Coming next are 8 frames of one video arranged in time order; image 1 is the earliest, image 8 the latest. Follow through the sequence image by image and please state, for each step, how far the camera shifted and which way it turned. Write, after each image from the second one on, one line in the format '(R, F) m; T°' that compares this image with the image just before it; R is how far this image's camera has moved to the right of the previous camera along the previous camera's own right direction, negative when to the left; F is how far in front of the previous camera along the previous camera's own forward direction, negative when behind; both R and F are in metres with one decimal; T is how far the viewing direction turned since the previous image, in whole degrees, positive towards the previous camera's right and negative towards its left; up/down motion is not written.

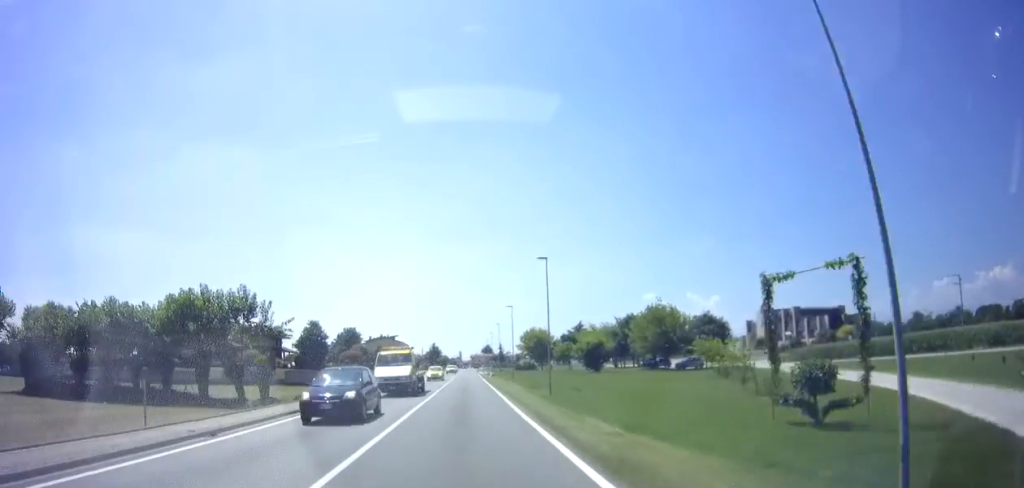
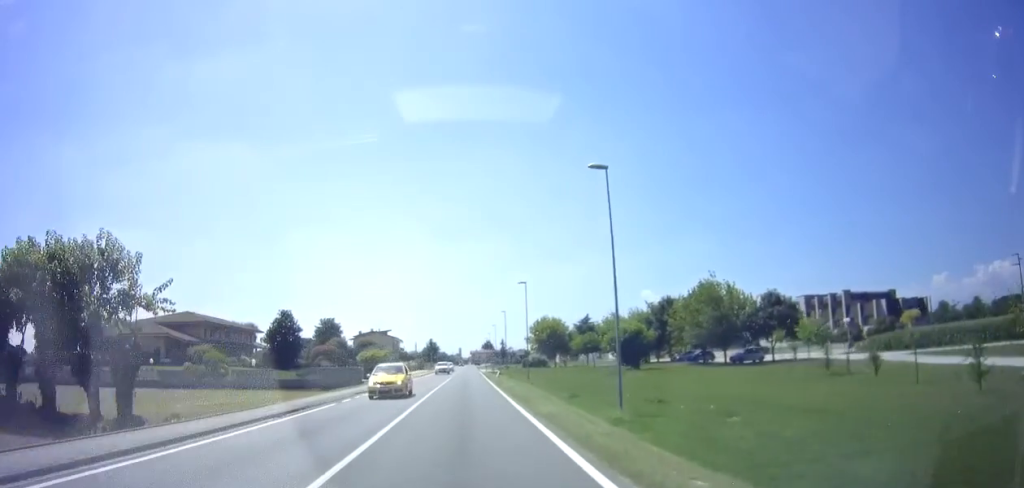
(0.0, +15.8) m; 0°
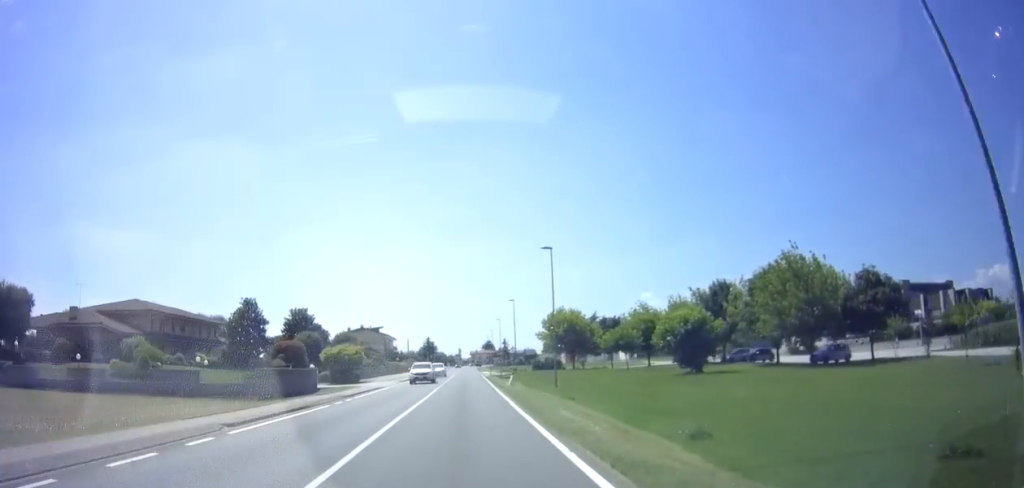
(0.0, +15.2) m; 0°
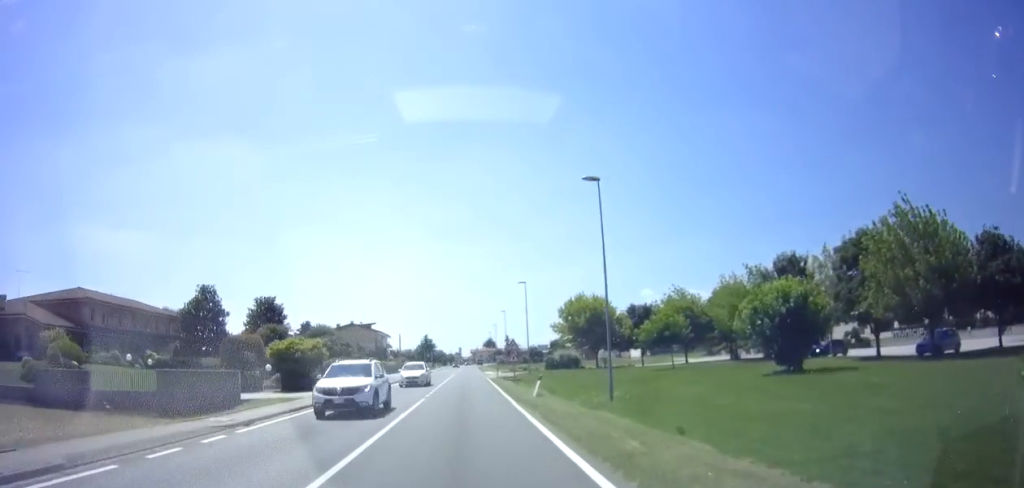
(0.0, +12.3) m; 0°
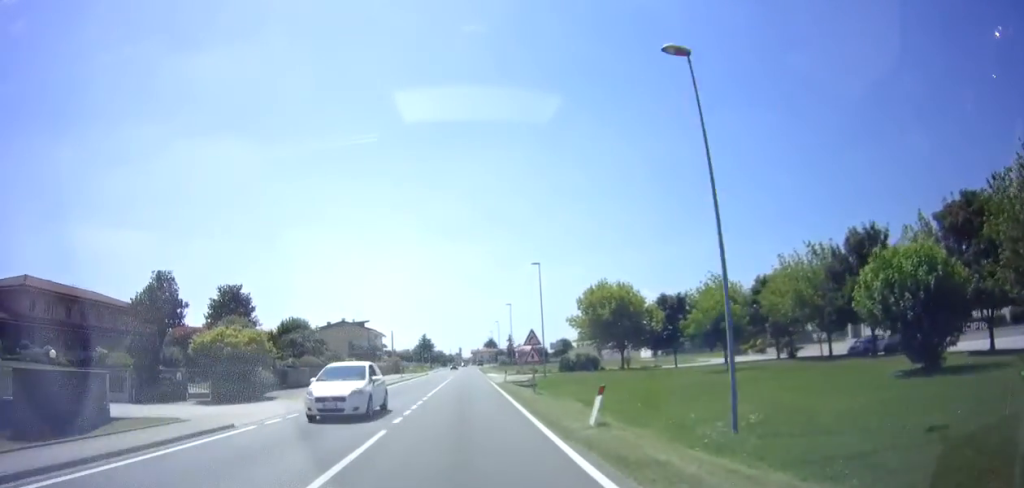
(0.0, +9.4) m; 0°
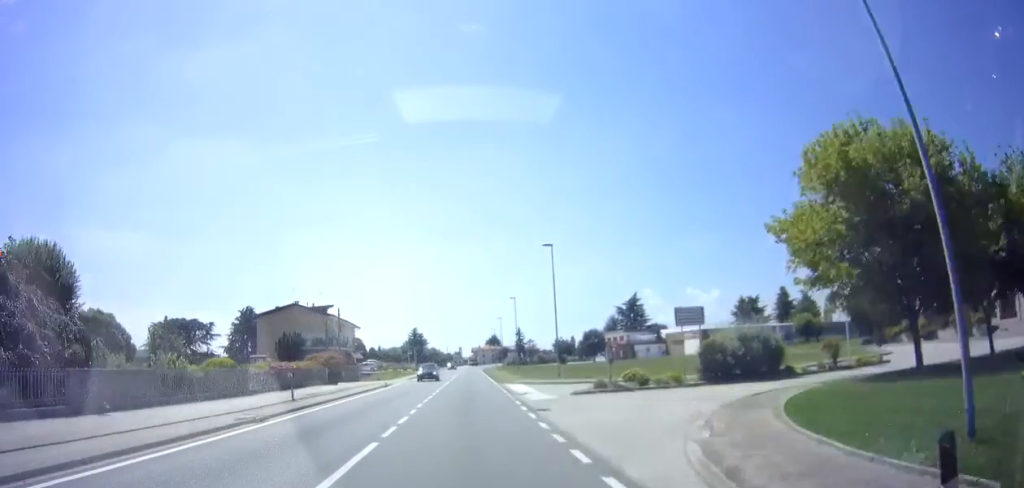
(0.0, +33.5) m; 0°
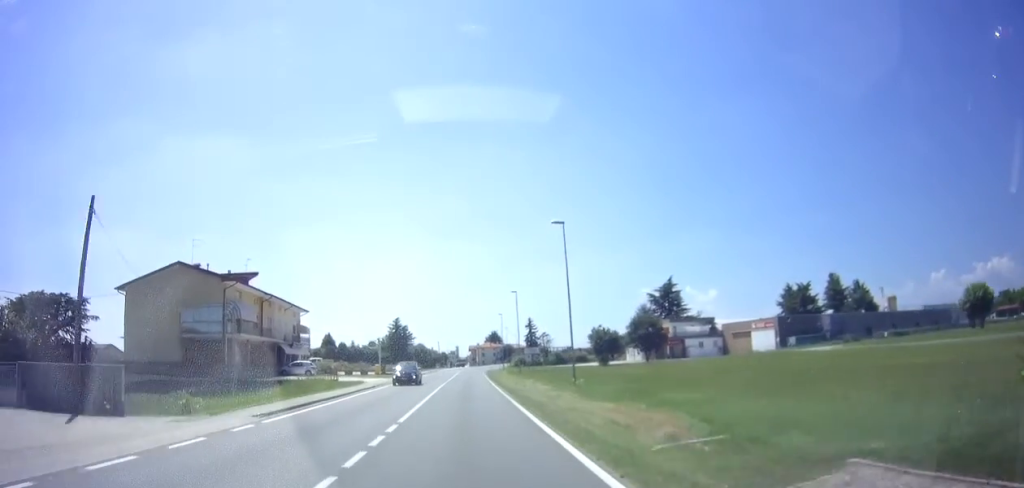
(0.0, +33.8) m; 0°
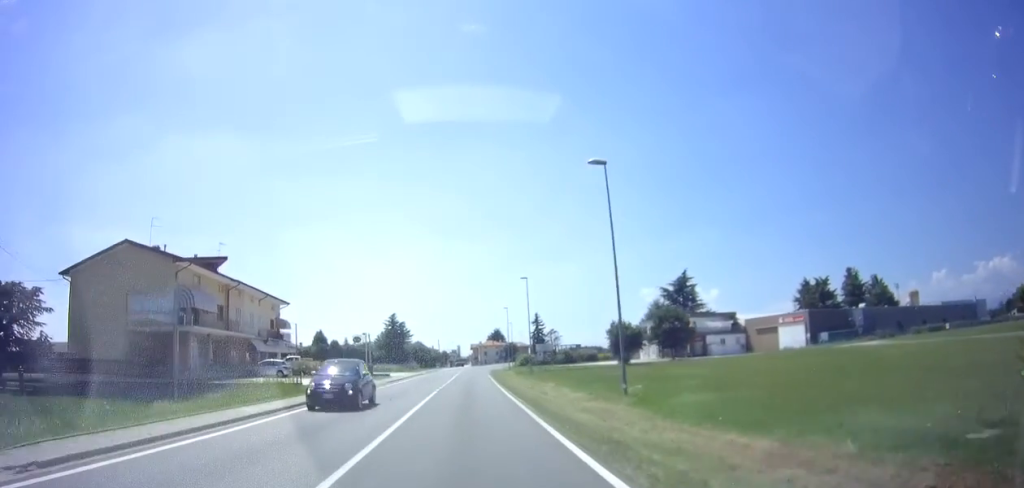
(-0.1, +8.6) m; +1°
